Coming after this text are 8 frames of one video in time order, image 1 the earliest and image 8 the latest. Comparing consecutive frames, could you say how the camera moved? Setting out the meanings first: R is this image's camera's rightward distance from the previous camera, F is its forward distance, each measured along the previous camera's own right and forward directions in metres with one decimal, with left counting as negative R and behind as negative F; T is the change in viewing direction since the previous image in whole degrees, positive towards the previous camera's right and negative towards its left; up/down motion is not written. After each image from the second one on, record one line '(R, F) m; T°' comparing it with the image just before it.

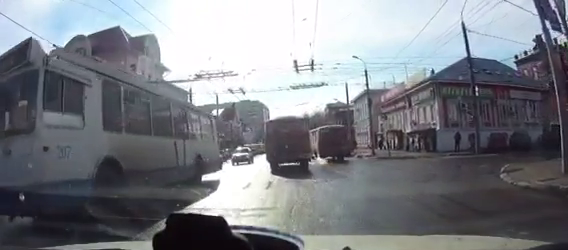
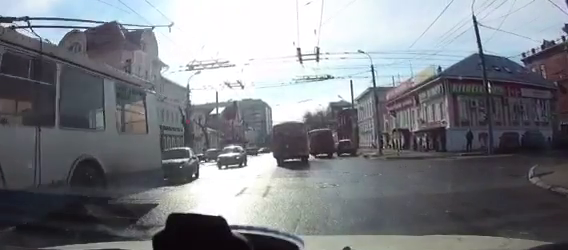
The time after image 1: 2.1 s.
(+0.1, +1.5) m; 0°
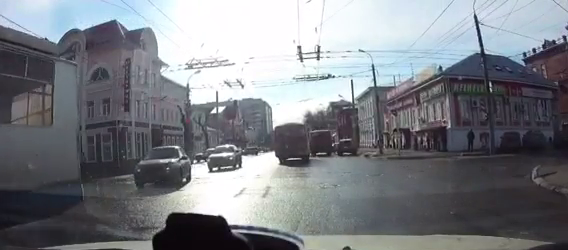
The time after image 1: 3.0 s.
(+0.2, +0.3) m; 0°
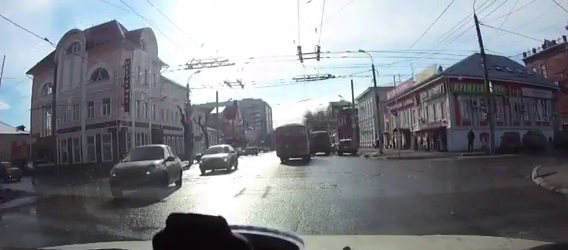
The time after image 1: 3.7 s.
(+0.1, +0.1) m; 0°
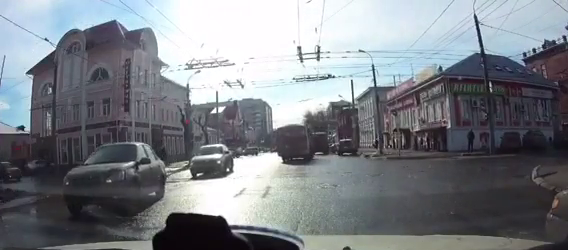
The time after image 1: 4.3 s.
(+0.1, +0.1) m; 0°
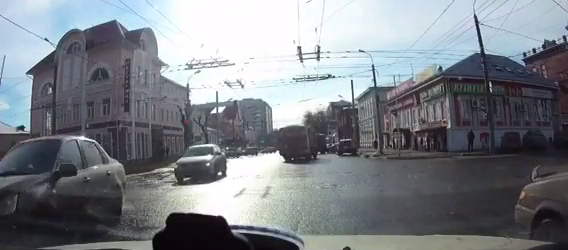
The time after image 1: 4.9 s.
(0.0, +0.1) m; 0°
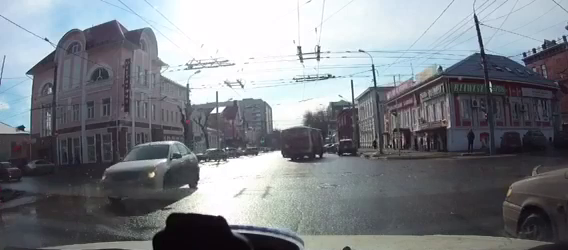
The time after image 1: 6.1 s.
(+0.1, +0.2) m; 0°
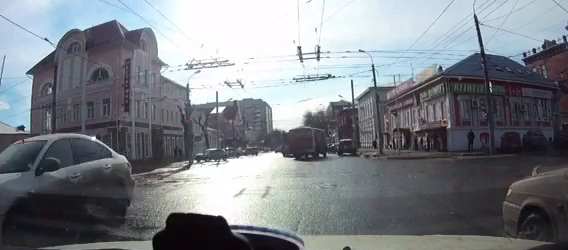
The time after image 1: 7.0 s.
(+0.1, +0.1) m; 0°
